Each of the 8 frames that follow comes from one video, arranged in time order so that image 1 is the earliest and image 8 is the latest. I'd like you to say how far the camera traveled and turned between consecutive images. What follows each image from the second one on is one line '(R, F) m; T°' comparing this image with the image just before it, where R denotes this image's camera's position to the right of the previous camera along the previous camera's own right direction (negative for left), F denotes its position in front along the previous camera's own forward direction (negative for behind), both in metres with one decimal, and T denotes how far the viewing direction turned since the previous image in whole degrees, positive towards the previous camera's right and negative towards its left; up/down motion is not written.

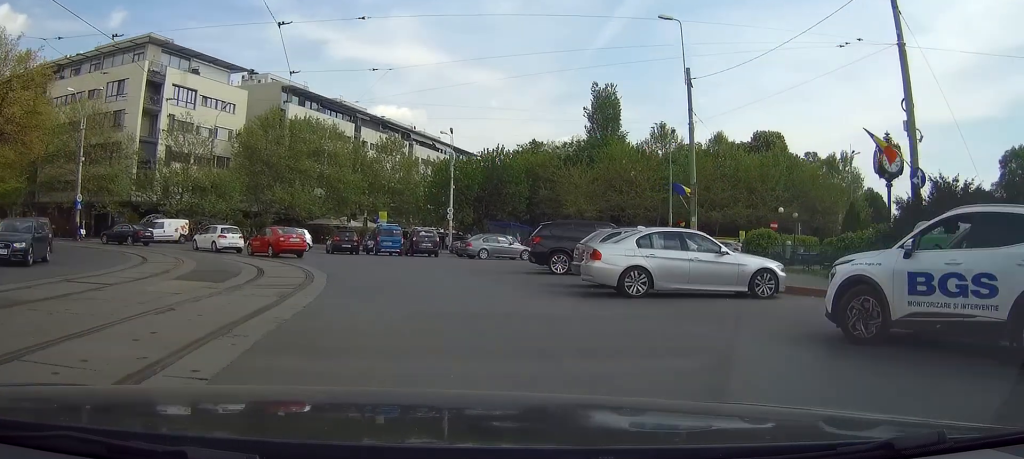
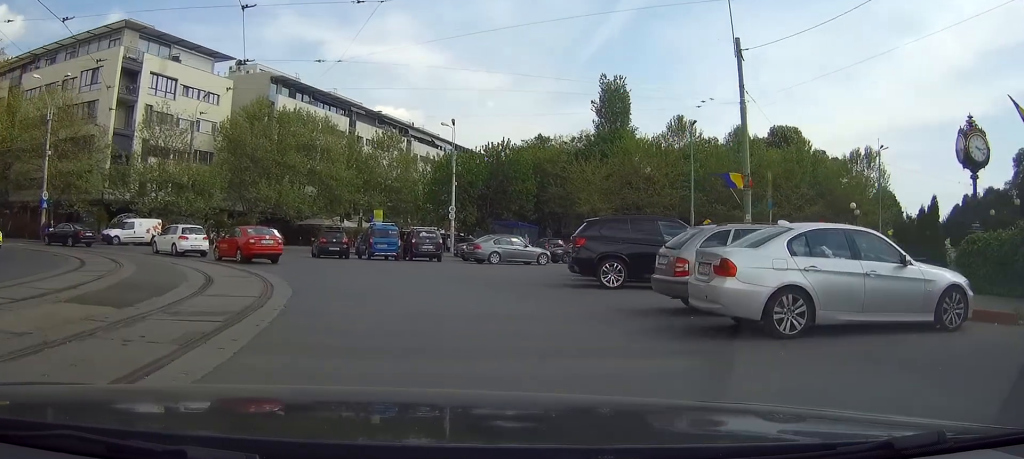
(-0.1, +5.9) m; -1°
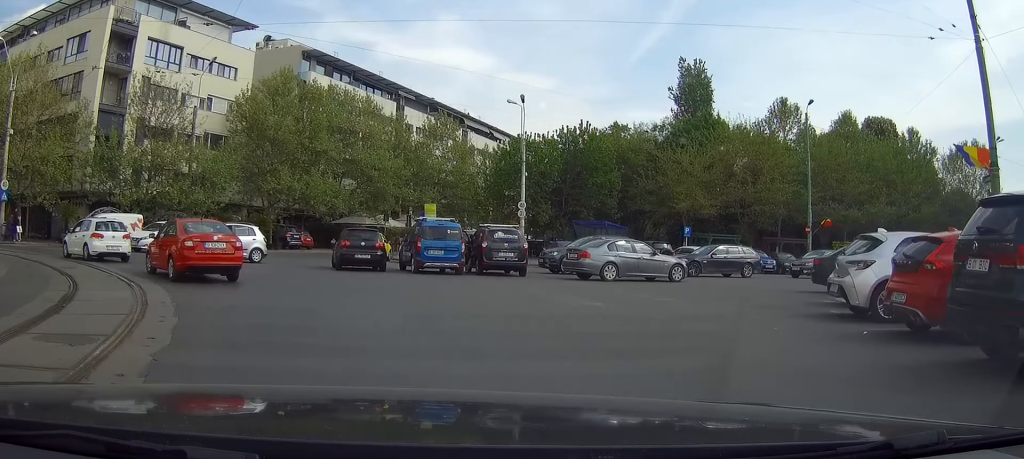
(-0.5, +11.8) m; -11°
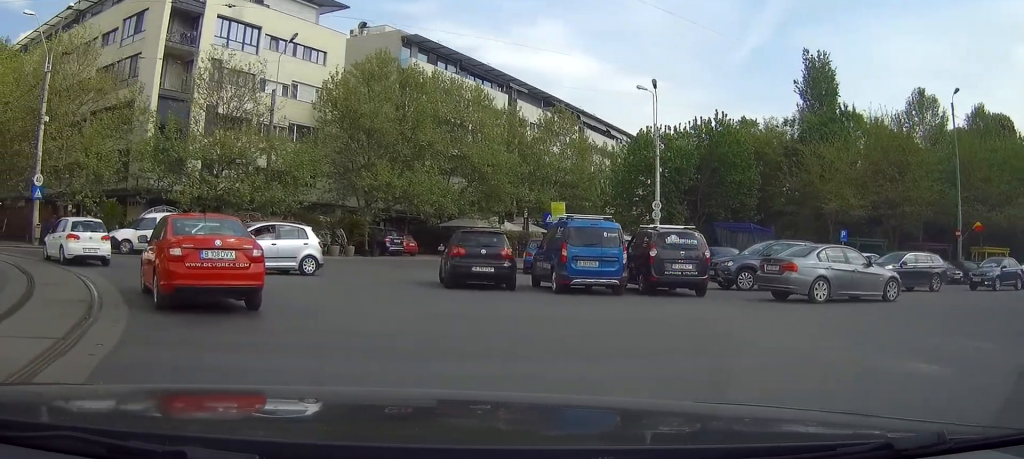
(-0.8, +5.5) m; -5°
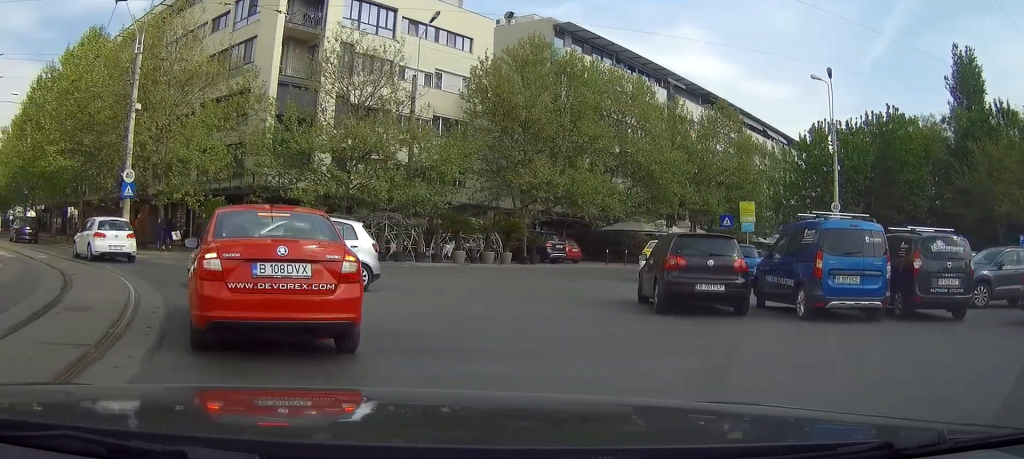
(+0.2, +3.4) m; +4°
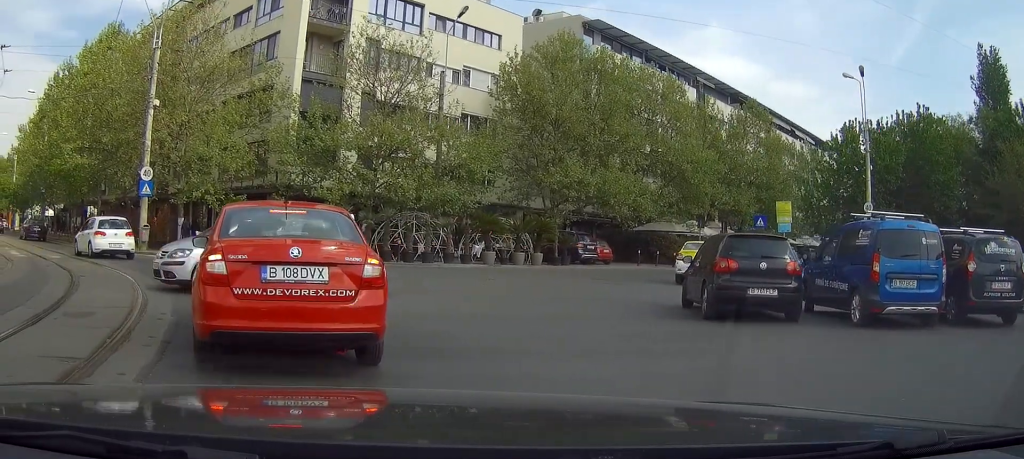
(+0.1, +0.6) m; 0°
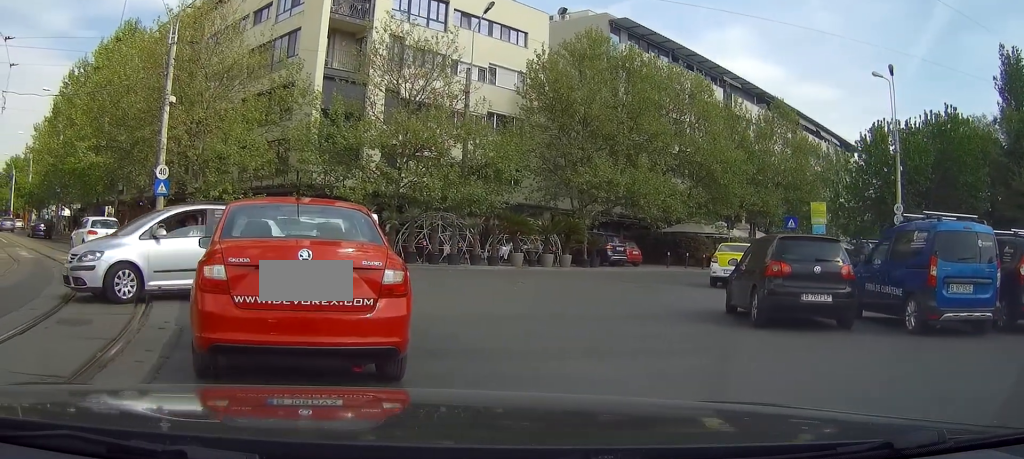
(+0.2, +0.5) m; 0°
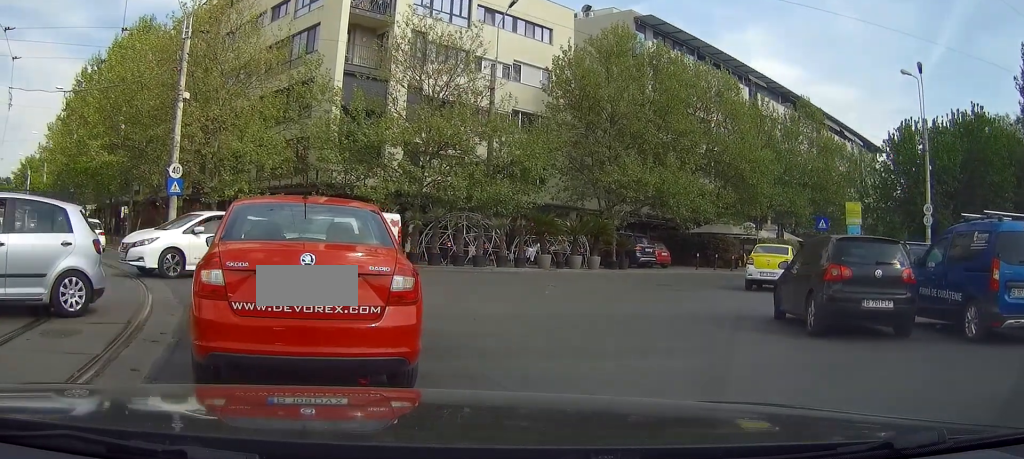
(+0.3, +0.8) m; +1°
